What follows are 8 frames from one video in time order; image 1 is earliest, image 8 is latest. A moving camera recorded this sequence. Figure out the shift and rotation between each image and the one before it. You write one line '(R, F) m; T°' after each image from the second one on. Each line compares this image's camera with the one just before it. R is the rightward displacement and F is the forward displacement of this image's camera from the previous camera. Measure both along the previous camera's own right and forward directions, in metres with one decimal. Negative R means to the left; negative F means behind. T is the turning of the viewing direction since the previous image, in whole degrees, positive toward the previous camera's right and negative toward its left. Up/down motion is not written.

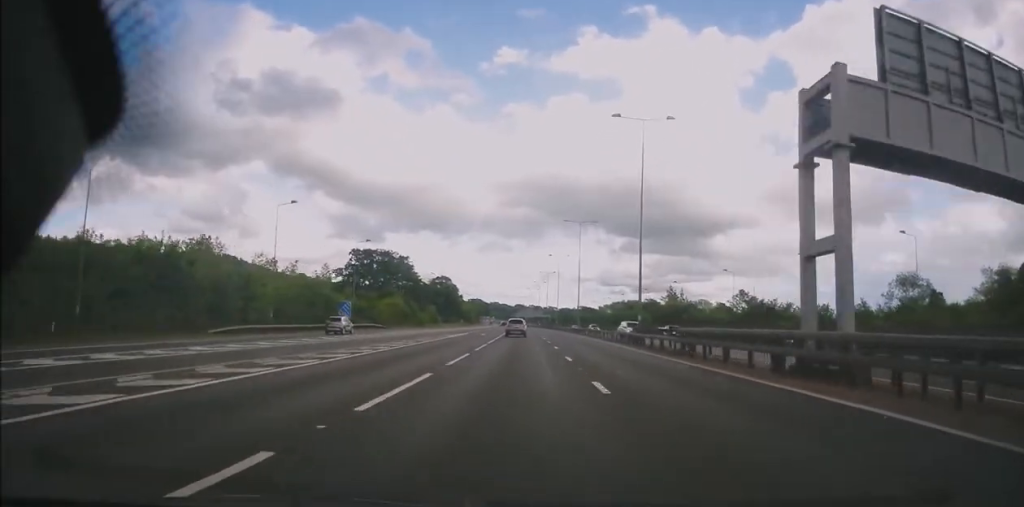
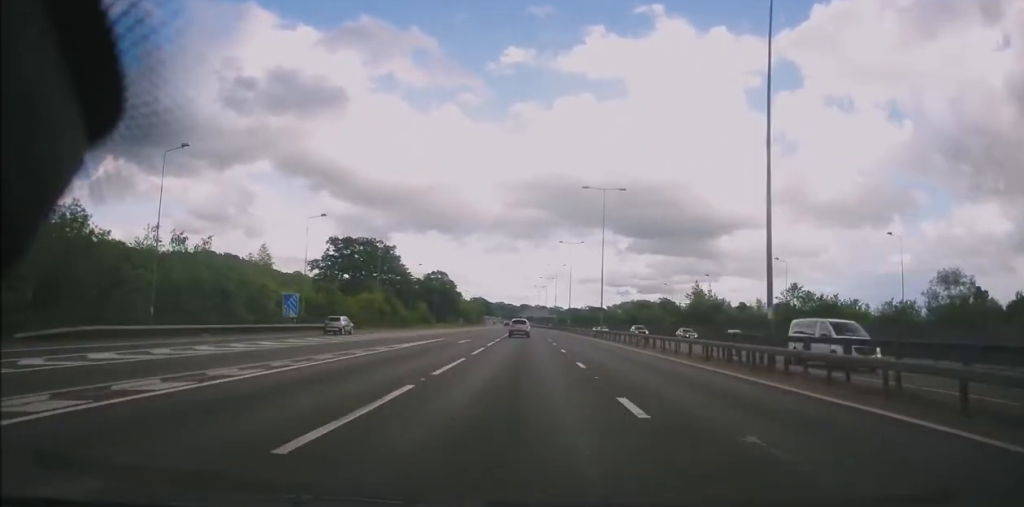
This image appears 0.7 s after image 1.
(0.0, +20.6) m; 0°
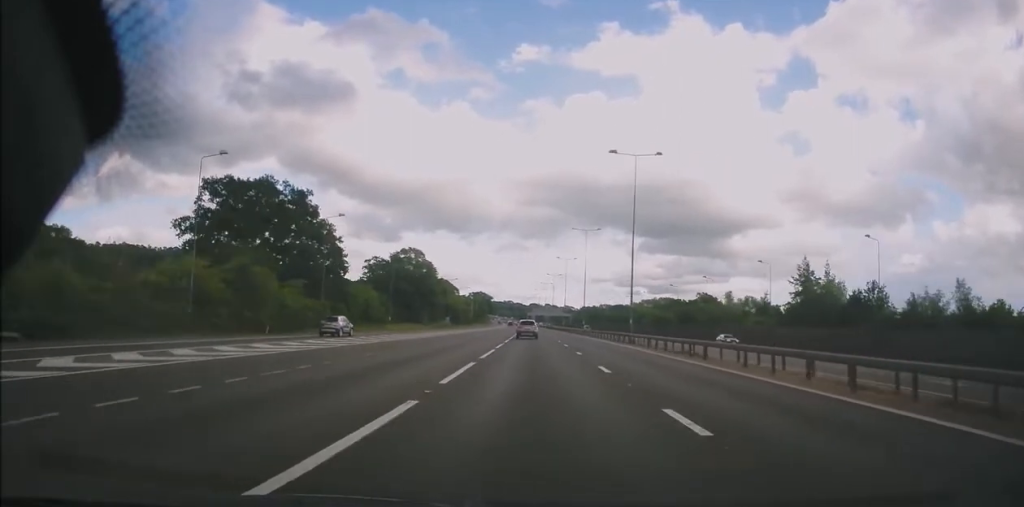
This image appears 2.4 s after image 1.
(-1.3, +54.9) m; -1°
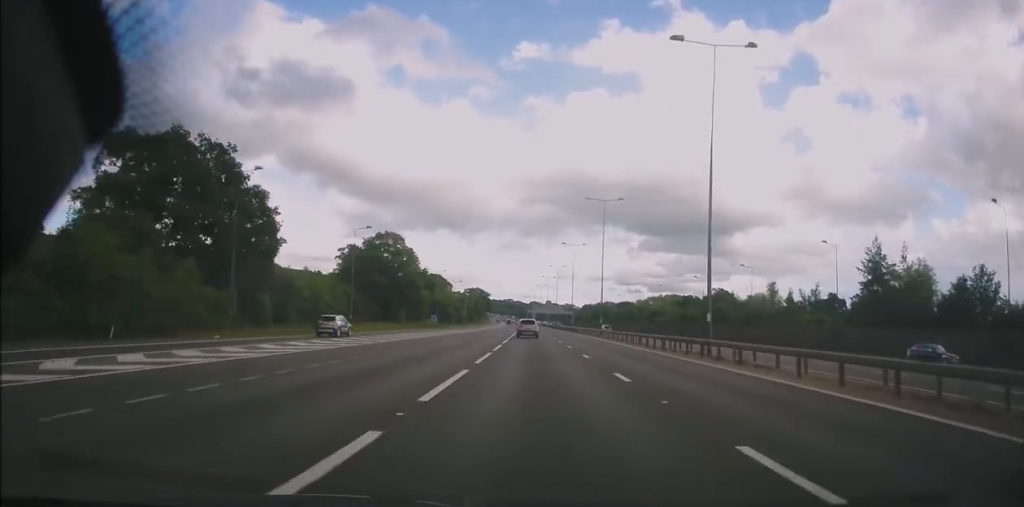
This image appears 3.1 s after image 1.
(+0.2, +20.8) m; 0°
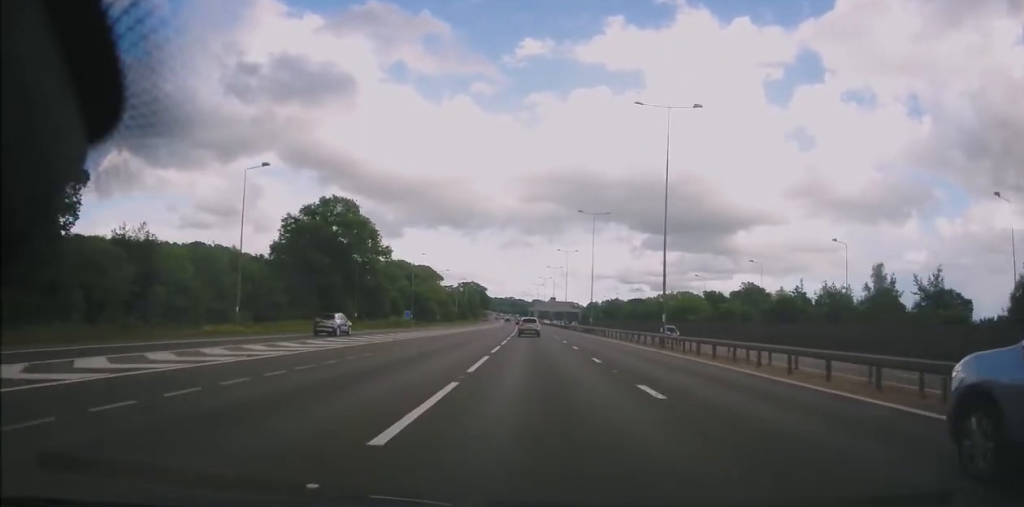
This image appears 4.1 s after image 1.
(+0.3, +30.0) m; 0°
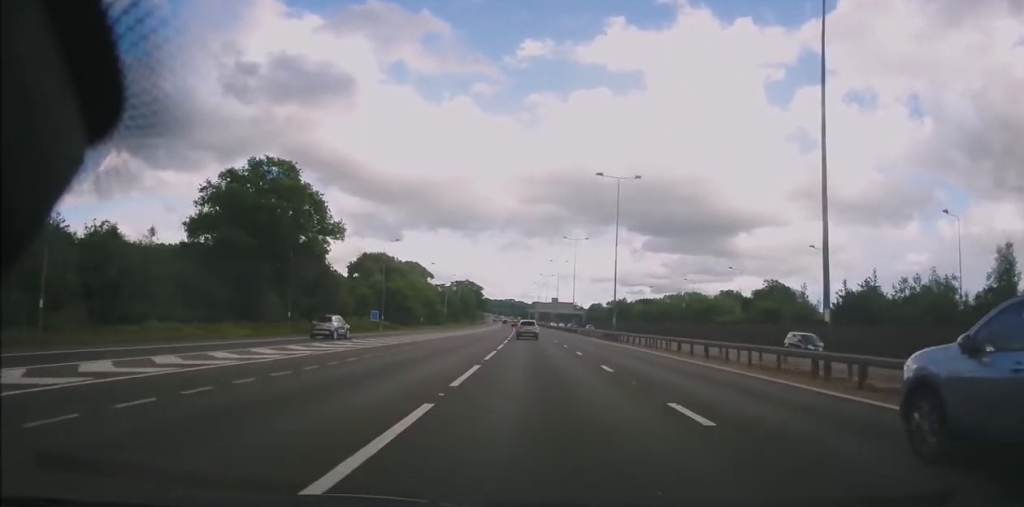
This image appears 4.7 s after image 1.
(0.0, +20.7) m; -1°
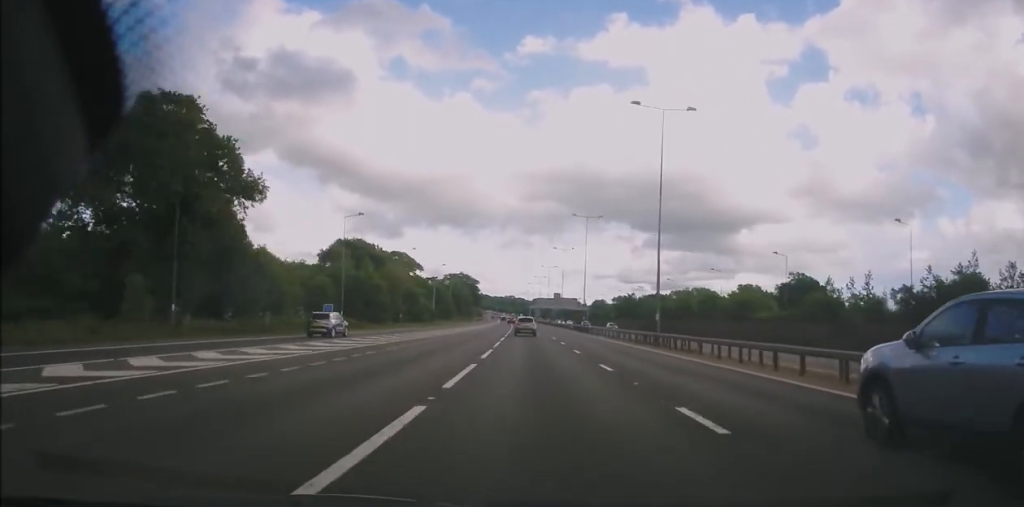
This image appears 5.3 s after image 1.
(-0.3, +18.6) m; -1°
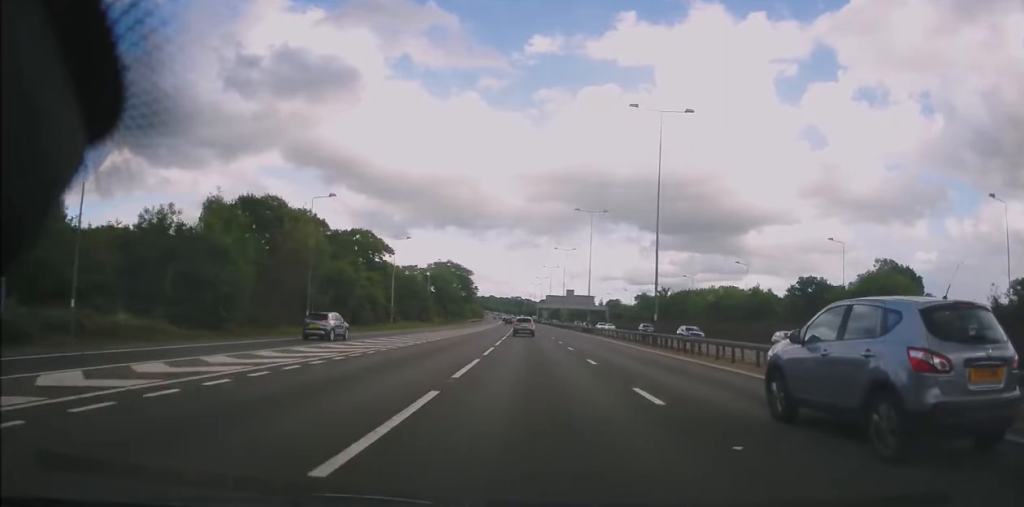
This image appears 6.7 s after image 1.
(-0.2, +42.3) m; 0°
